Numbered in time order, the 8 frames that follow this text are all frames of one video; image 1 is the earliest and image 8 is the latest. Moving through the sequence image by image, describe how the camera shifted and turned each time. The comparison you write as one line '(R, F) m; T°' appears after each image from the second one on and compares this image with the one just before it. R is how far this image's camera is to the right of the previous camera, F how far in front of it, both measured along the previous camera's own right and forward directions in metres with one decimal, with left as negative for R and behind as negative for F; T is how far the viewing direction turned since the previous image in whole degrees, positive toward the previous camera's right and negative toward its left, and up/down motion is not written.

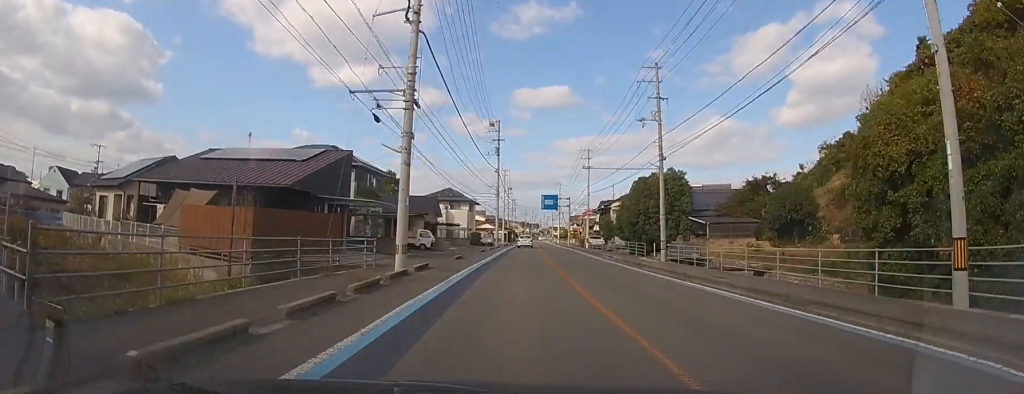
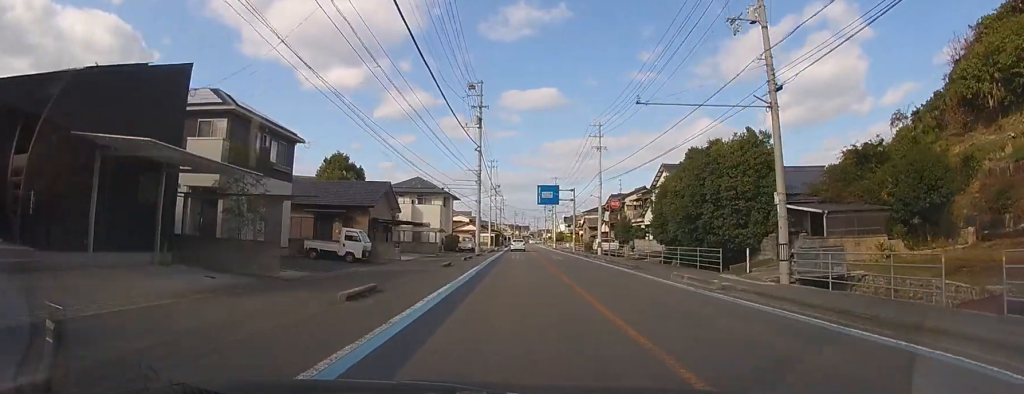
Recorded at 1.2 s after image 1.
(+0.2, +16.0) m; +1°
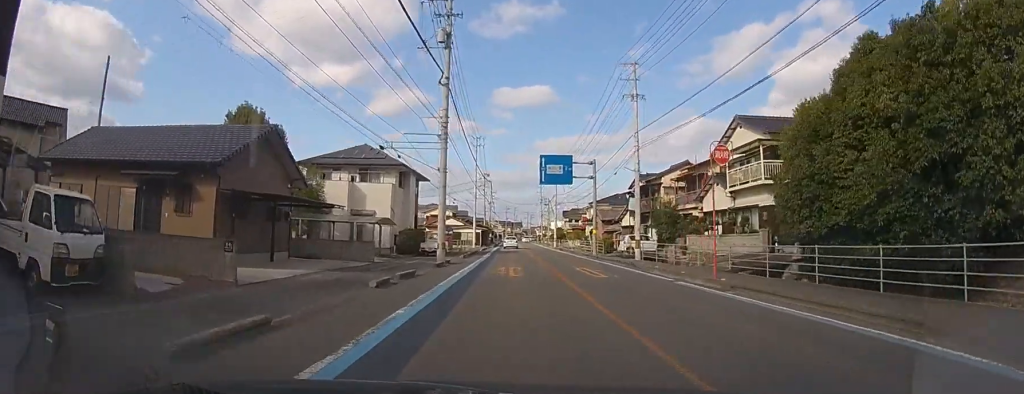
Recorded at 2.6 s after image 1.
(+0.1, +17.9) m; +1°
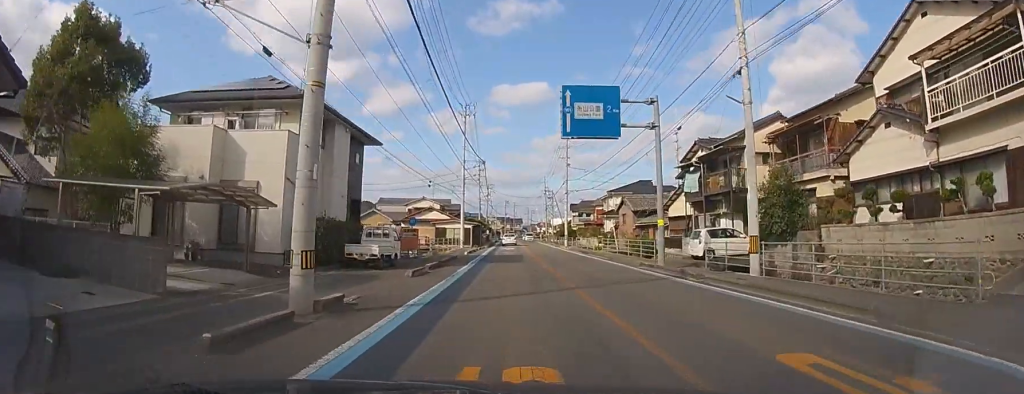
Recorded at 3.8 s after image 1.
(+0.1, +16.2) m; 0°
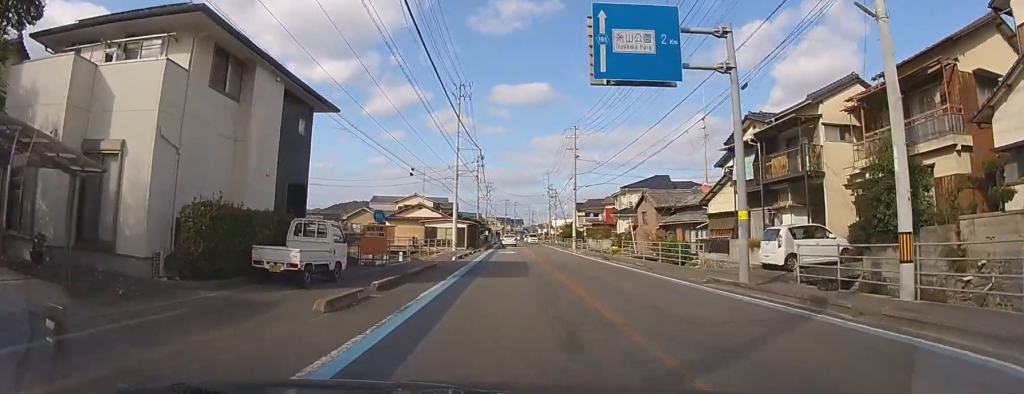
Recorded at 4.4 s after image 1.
(0.0, +7.5) m; 0°
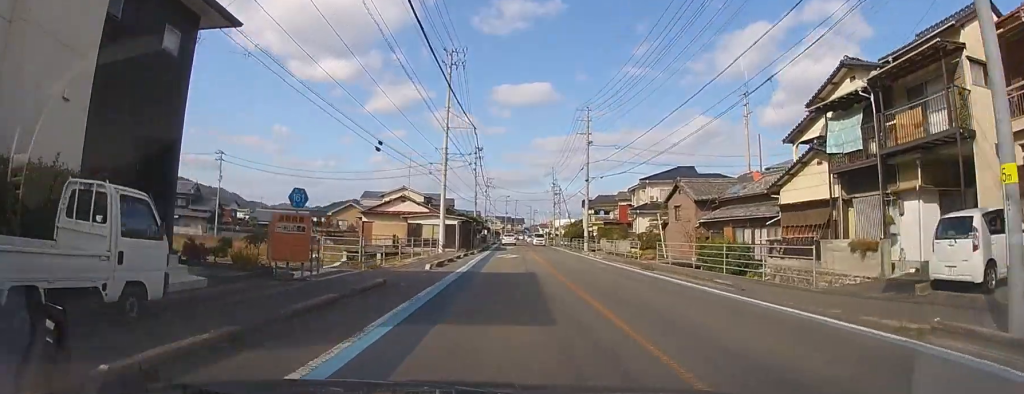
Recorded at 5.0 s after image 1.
(0.0, +8.4) m; 0°
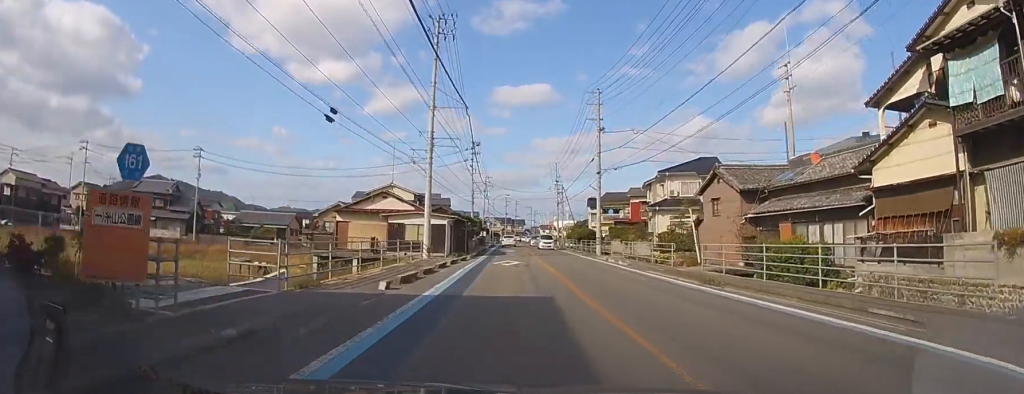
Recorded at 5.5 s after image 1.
(0.0, +6.2) m; 0°
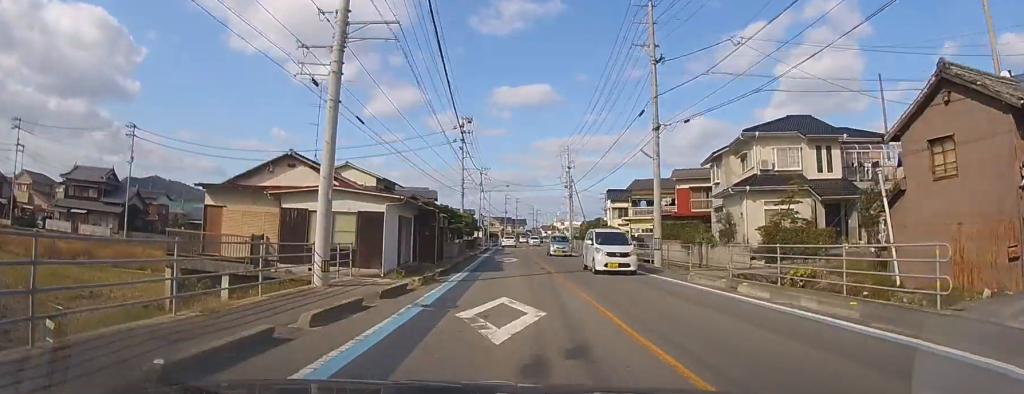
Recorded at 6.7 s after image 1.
(0.0, +16.4) m; 0°
